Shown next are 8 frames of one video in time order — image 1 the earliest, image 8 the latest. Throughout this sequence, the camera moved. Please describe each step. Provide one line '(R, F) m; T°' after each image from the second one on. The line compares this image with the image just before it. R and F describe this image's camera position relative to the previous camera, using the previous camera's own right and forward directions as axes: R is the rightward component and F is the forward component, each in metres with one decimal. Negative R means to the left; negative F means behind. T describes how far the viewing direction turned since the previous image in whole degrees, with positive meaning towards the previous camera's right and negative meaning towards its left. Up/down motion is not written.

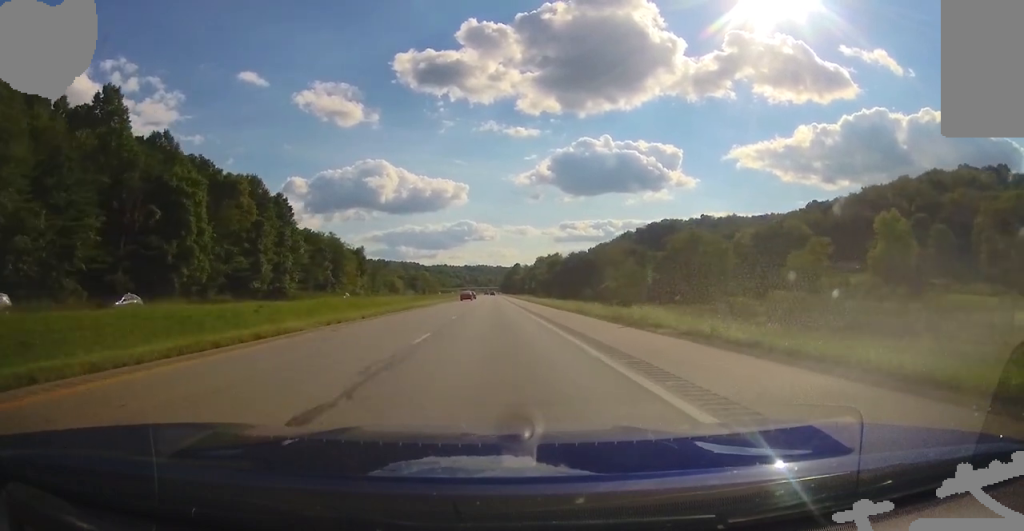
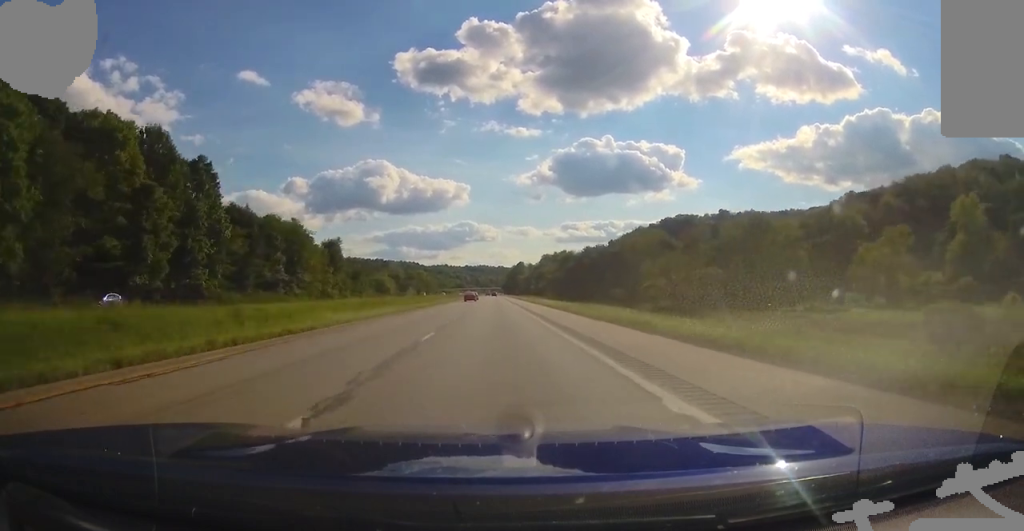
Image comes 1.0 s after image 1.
(0.0, +35.8) m; 0°
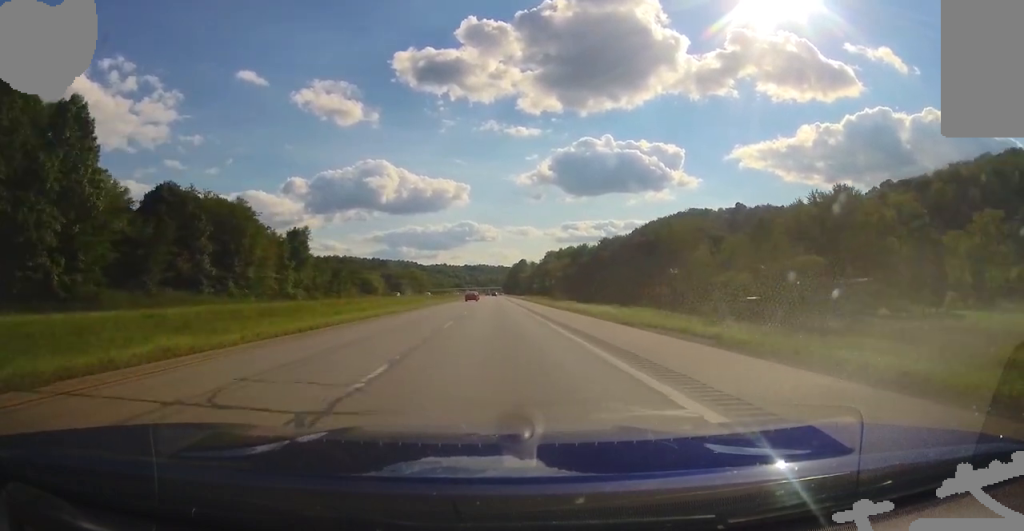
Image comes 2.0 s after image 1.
(0.0, +32.2) m; 0°
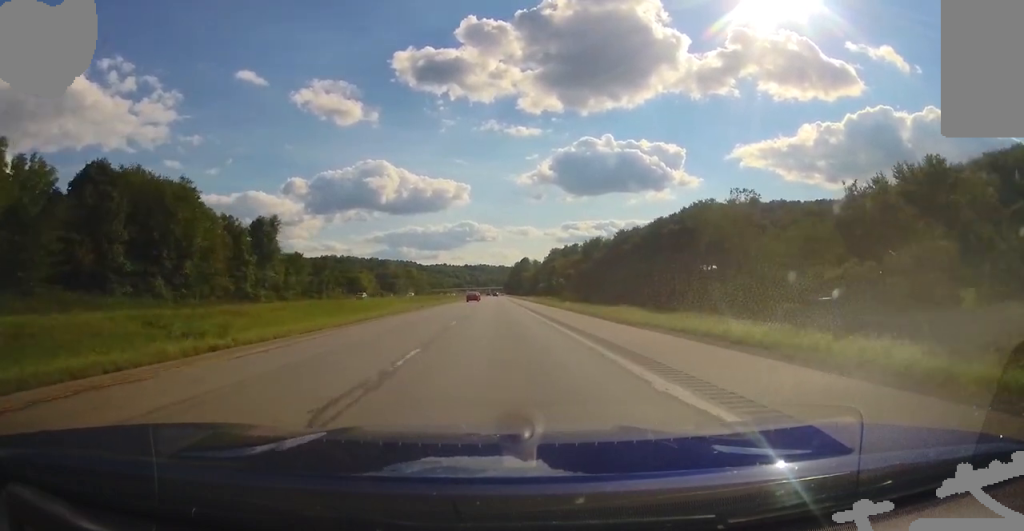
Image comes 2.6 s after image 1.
(0.0, +22.8) m; 0°
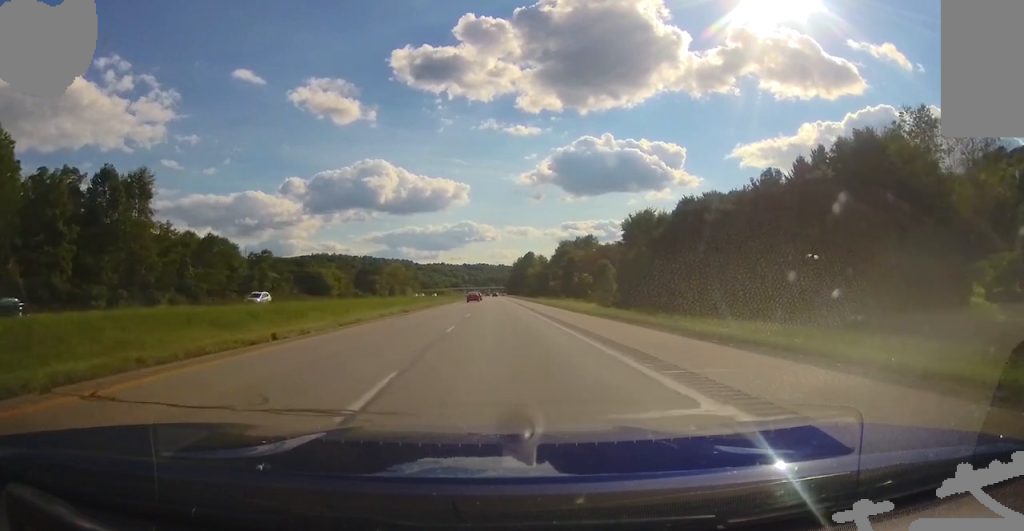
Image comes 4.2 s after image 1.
(-0.1, +52.8) m; 0°
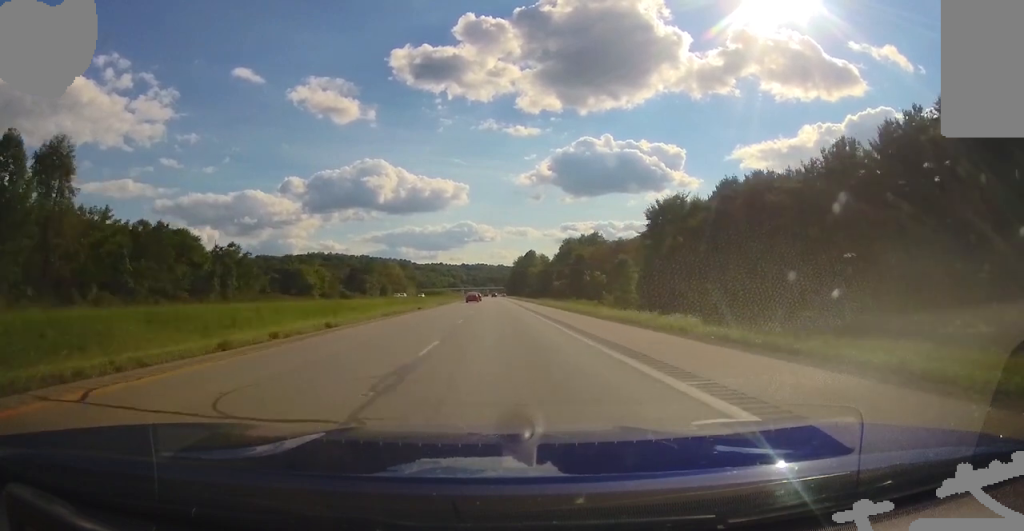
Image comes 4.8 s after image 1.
(0.0, +18.8) m; 0°
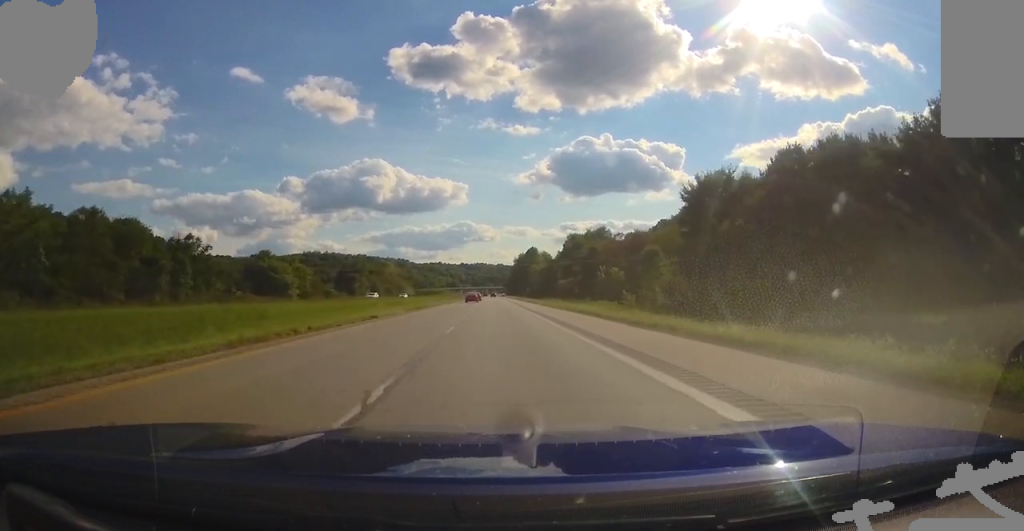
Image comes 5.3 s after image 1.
(0.0, +18.8) m; 0°
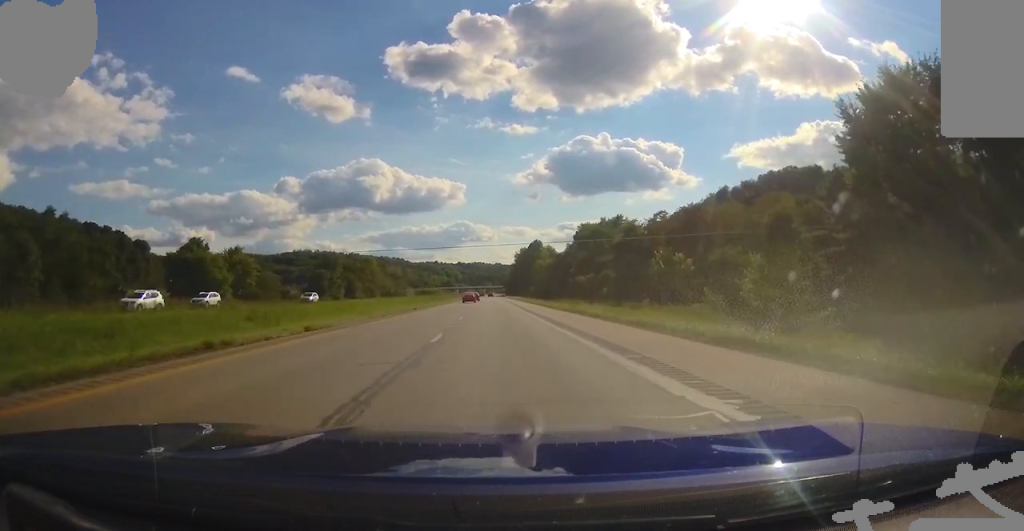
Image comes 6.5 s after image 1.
(0.0, +39.2) m; 0°
